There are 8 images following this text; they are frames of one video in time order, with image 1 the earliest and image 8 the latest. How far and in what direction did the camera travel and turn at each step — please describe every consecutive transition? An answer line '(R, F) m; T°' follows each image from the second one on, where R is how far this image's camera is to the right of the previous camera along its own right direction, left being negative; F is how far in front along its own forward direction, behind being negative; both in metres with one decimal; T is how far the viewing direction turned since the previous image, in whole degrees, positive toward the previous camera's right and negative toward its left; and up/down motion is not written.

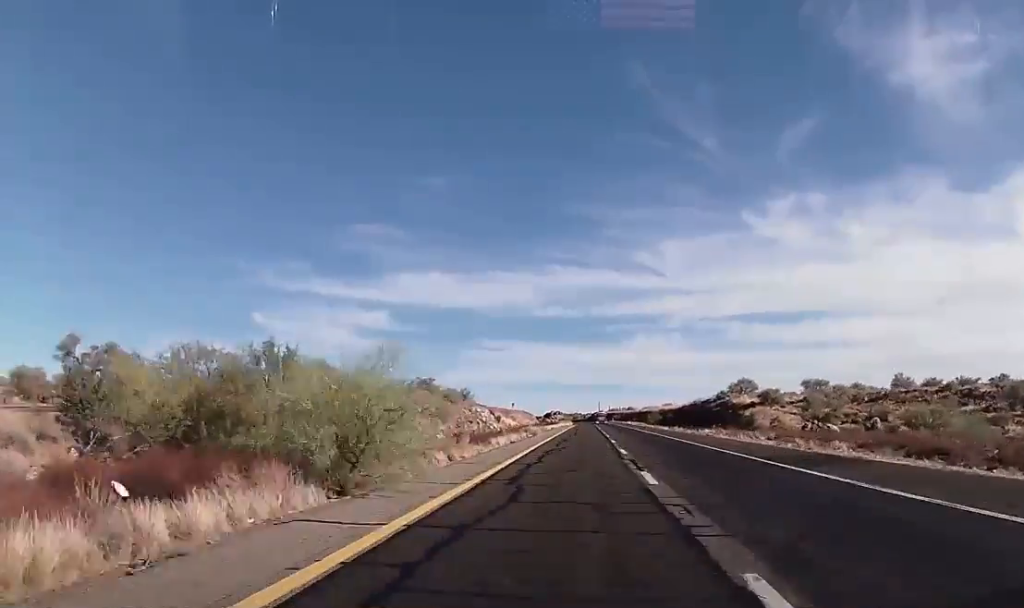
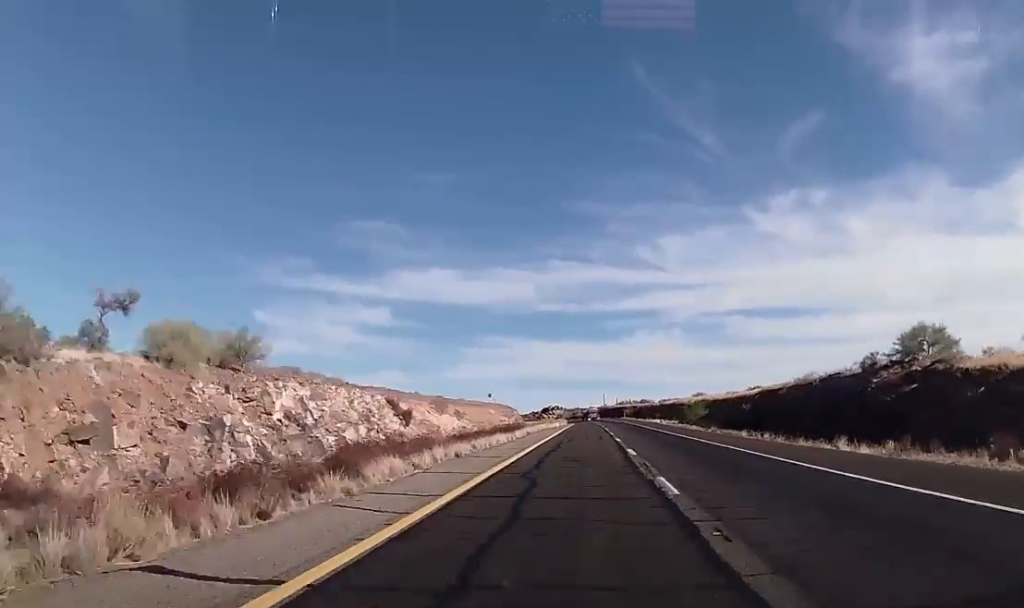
(+0.1, +63.0) m; 0°
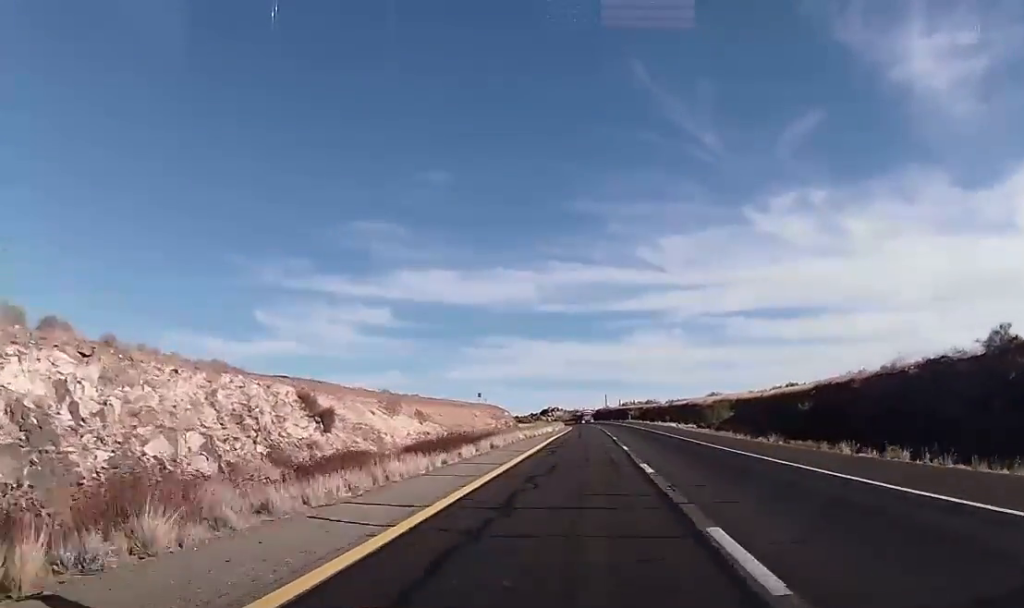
(-0.1, +18.8) m; 0°
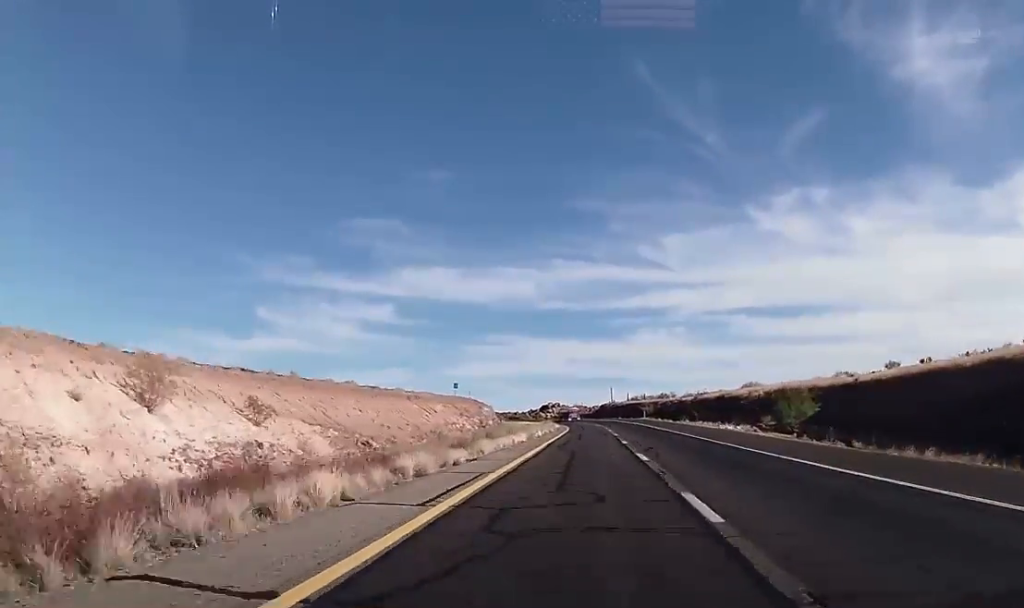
(0.0, +33.0) m; 0°
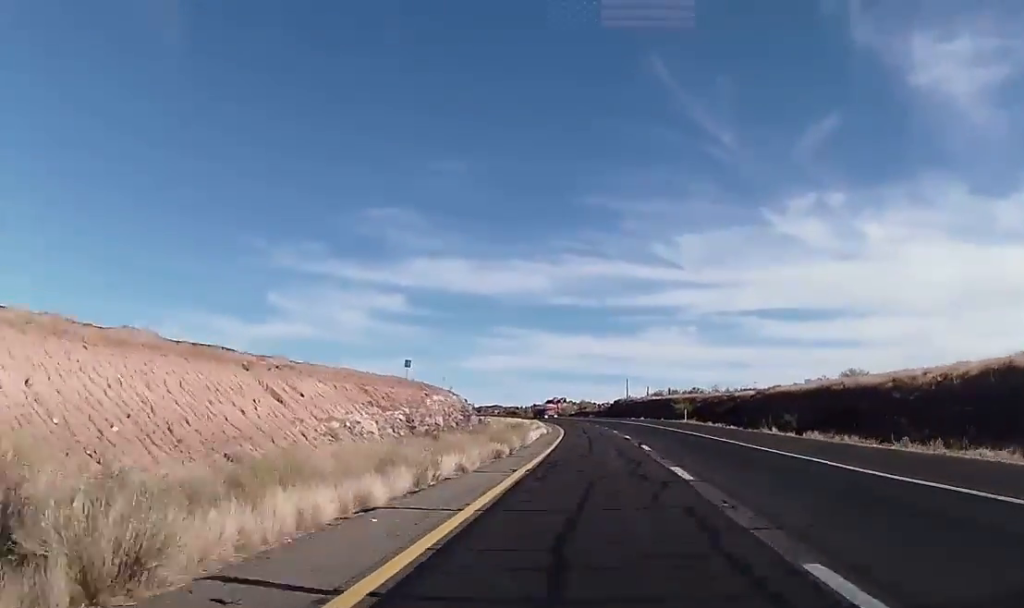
(0.0, +42.2) m; 0°
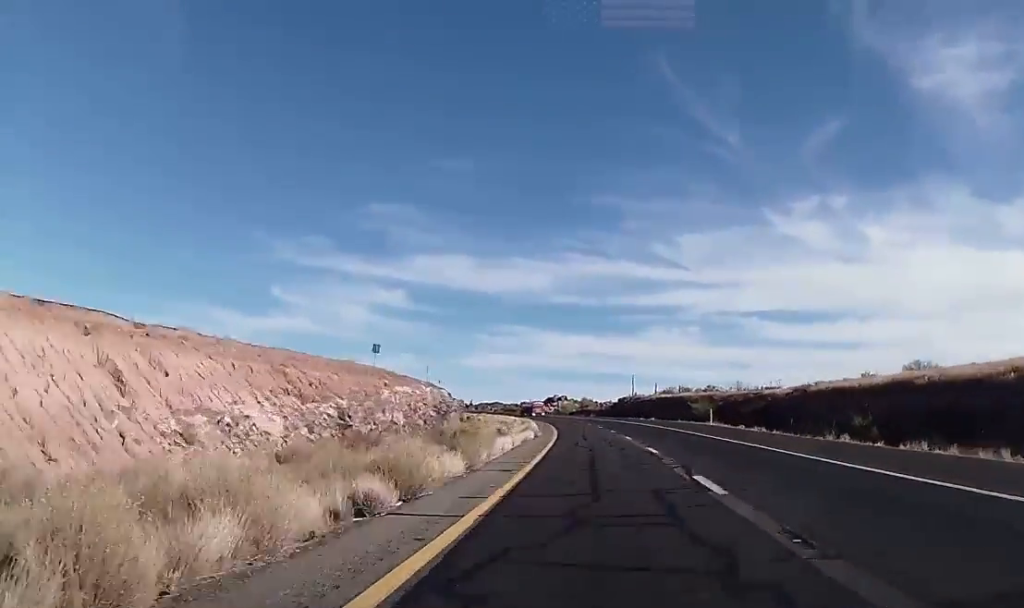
(+0.1, +15.1) m; 0°
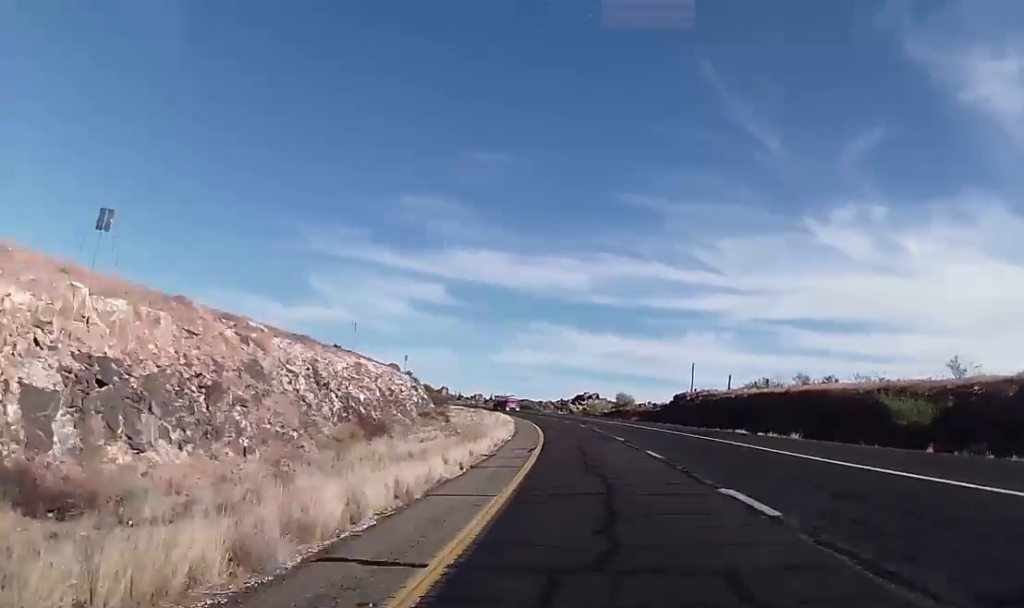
(-0.4, +50.9) m; -2°
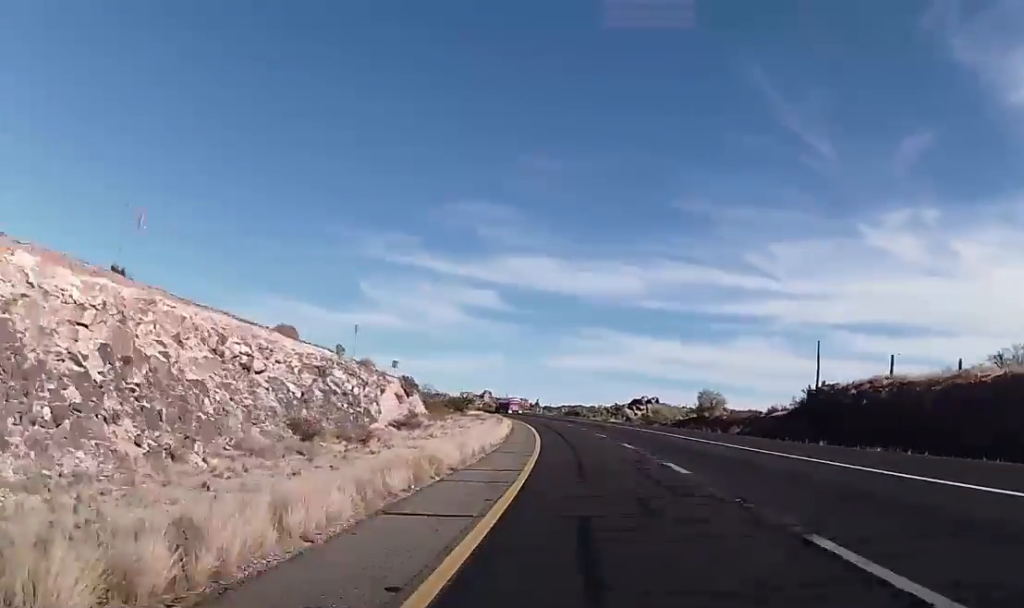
(-1.1, +42.6) m; -3°
